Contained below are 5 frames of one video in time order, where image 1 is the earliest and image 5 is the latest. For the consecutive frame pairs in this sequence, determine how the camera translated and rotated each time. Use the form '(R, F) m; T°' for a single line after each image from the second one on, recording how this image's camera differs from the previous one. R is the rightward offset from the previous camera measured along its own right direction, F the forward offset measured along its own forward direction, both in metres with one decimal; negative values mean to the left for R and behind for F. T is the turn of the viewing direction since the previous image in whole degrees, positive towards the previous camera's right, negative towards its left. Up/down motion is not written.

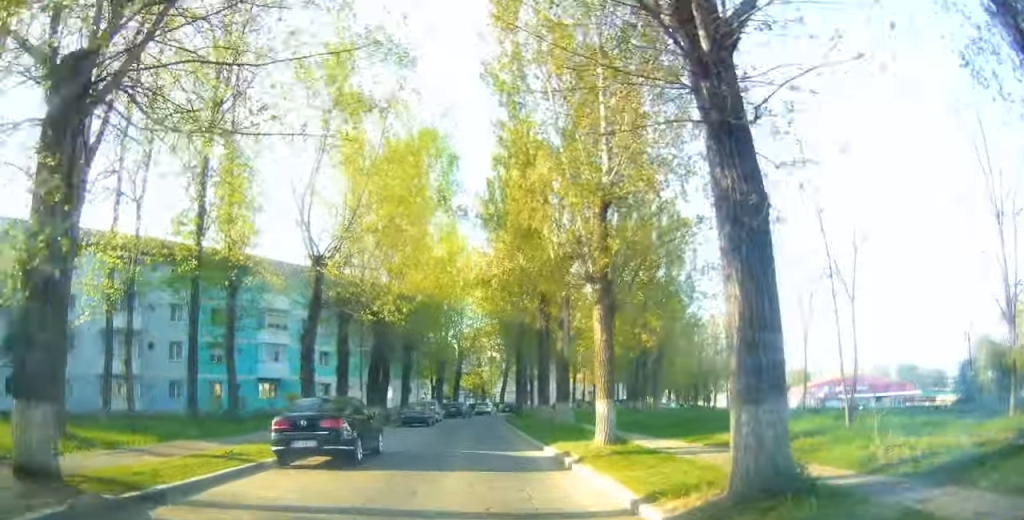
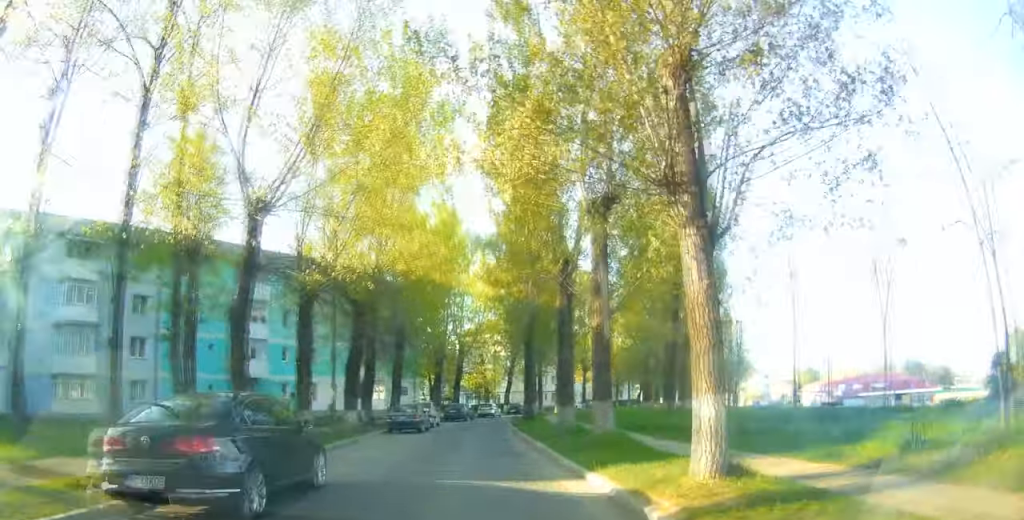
(0.0, +5.6) m; 0°
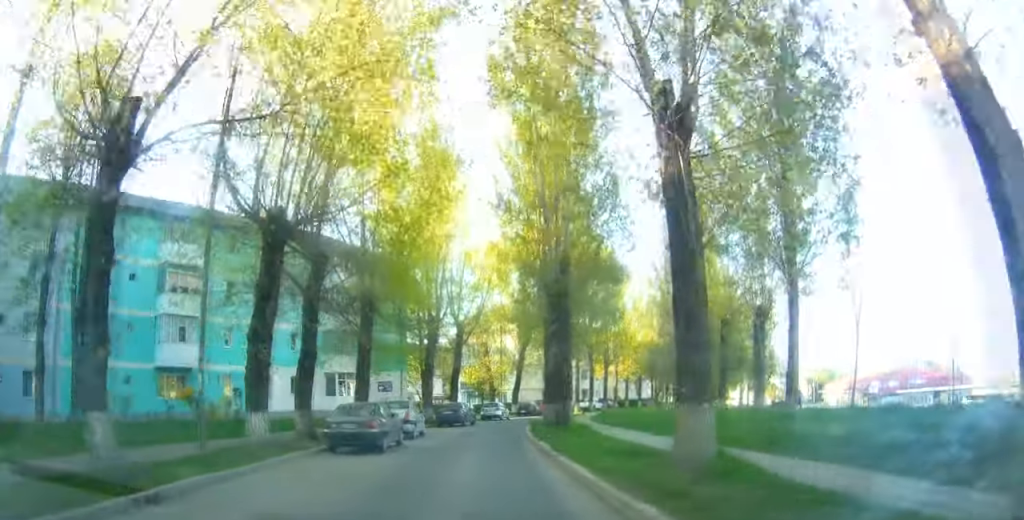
(+0.1, +10.6) m; +1°
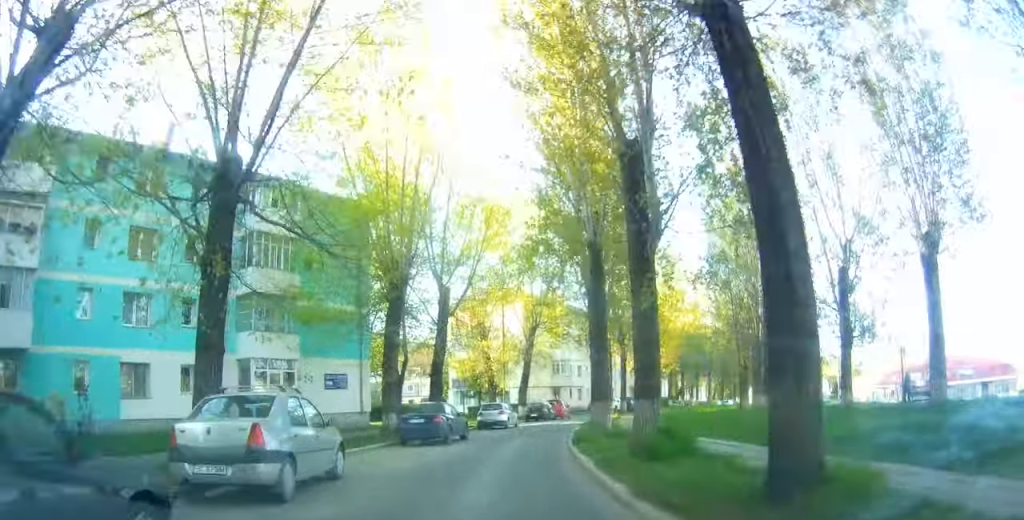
(0.0, +13.1) m; 0°
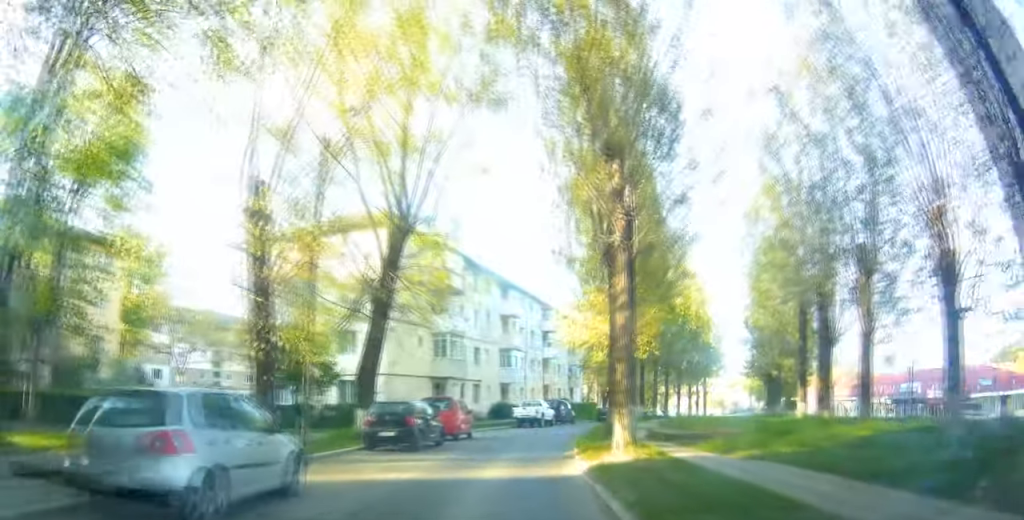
(0.0, +24.0) m; 0°
